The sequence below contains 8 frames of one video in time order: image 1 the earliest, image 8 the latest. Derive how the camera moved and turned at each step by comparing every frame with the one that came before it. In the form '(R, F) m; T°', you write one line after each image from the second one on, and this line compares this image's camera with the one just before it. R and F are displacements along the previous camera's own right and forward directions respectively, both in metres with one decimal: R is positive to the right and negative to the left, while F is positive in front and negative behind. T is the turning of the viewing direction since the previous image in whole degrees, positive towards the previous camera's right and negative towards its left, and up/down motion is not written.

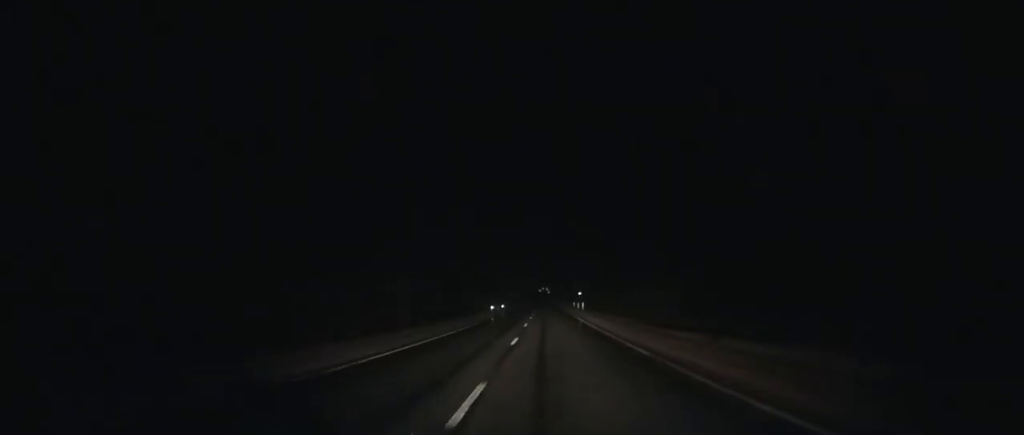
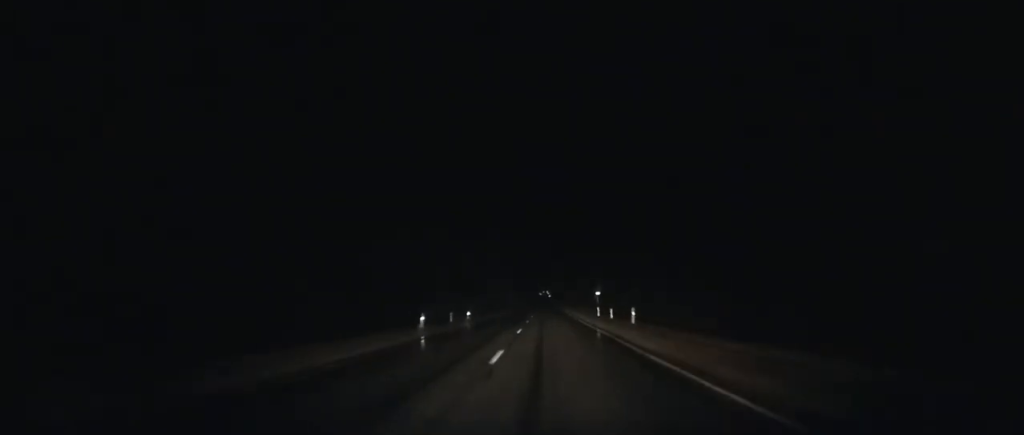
(+0.1, +42.8) m; 0°
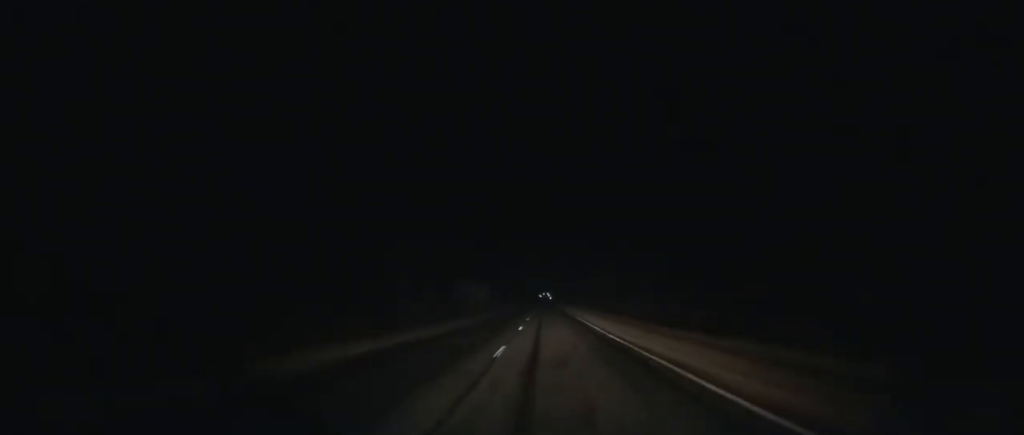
(-0.3, +83.9) m; 0°
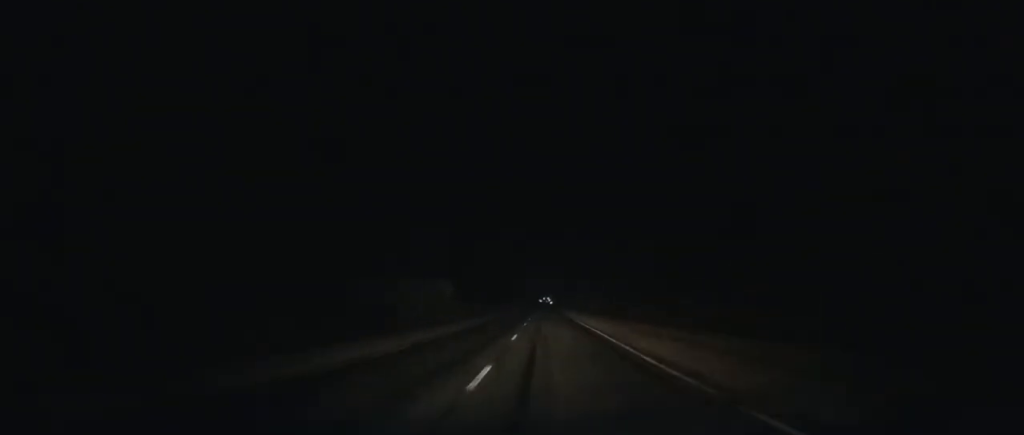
(-0.3, +38.9) m; 0°
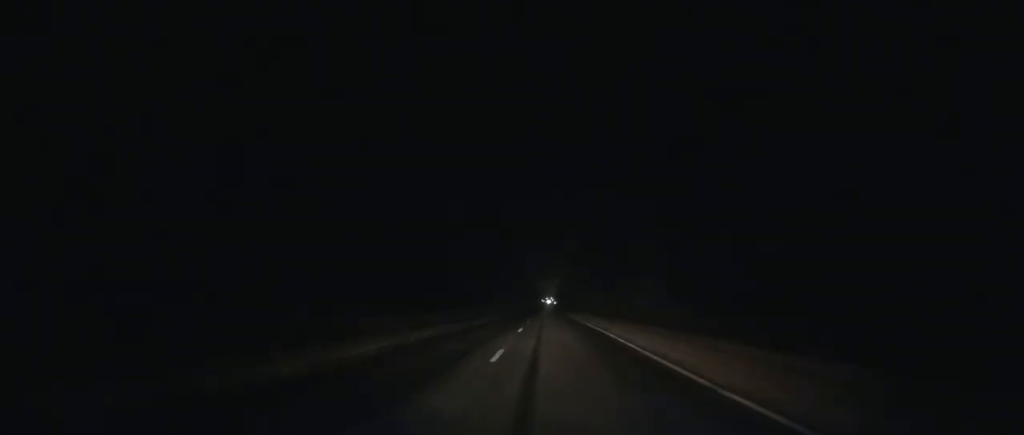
(+0.4, +80.5) m; 0°
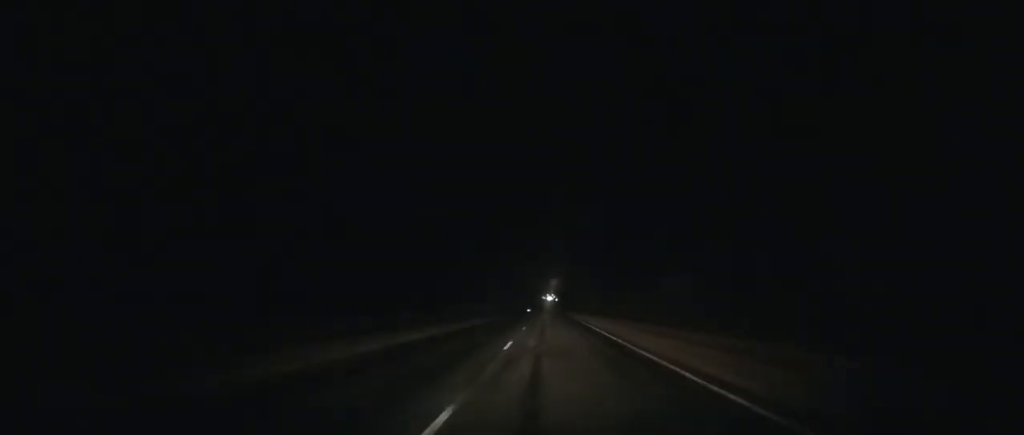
(-0.1, +45.4) m; 0°
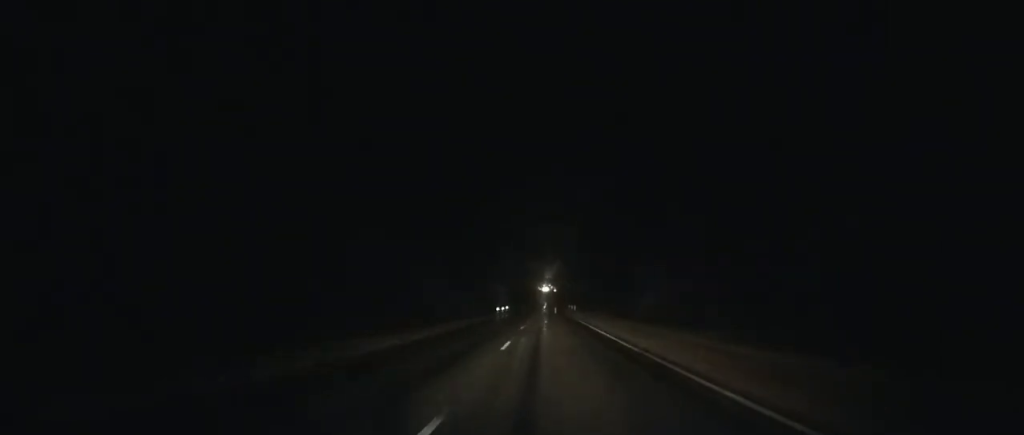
(-0.1, +112.2) m; 0°
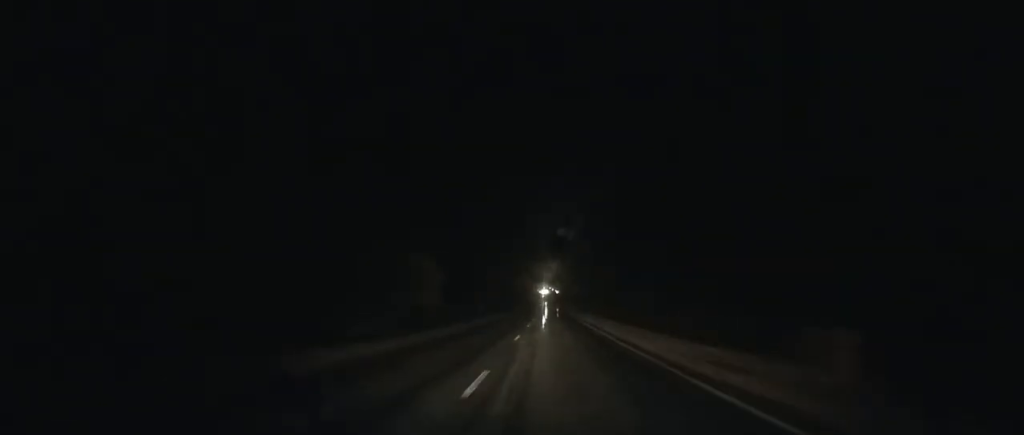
(+0.1, +90.6) m; +1°
